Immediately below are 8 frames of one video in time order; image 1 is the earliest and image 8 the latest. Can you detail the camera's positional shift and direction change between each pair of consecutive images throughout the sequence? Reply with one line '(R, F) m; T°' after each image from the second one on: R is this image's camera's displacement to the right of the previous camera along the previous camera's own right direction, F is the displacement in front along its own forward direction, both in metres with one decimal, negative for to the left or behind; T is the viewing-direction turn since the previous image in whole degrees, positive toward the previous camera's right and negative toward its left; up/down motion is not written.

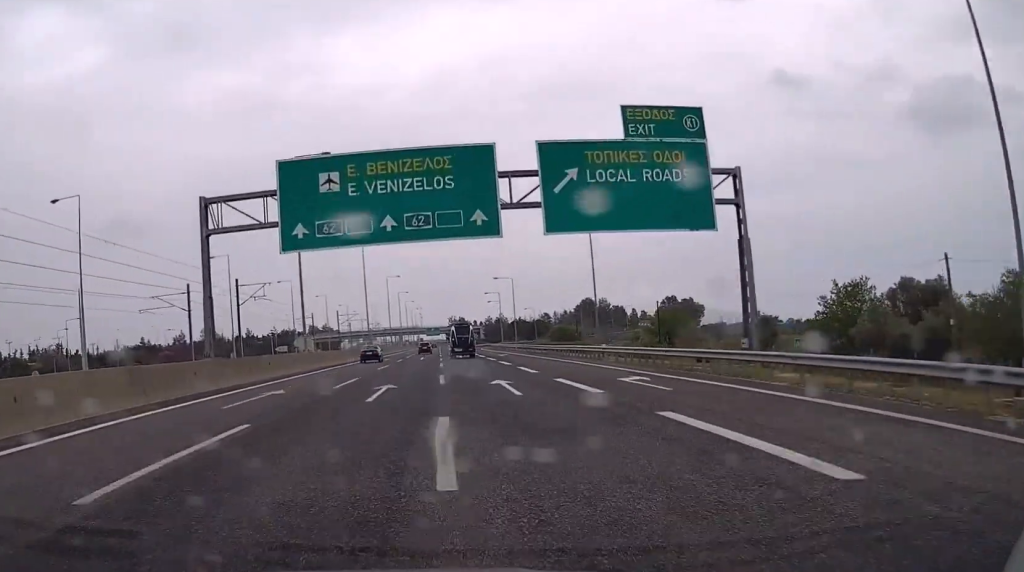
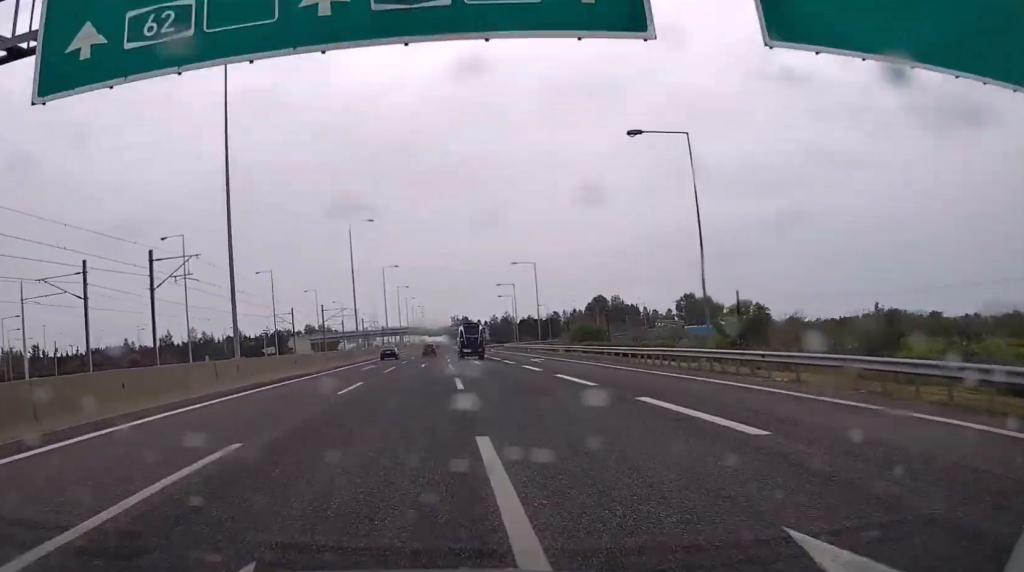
(0.0, +20.6) m; 0°
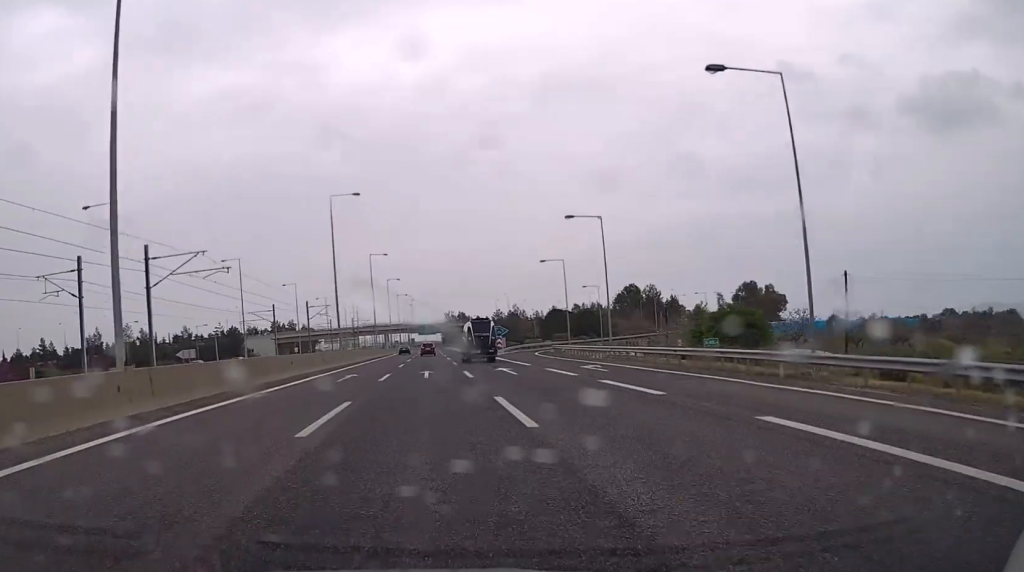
(-0.4, +64.7) m; 0°
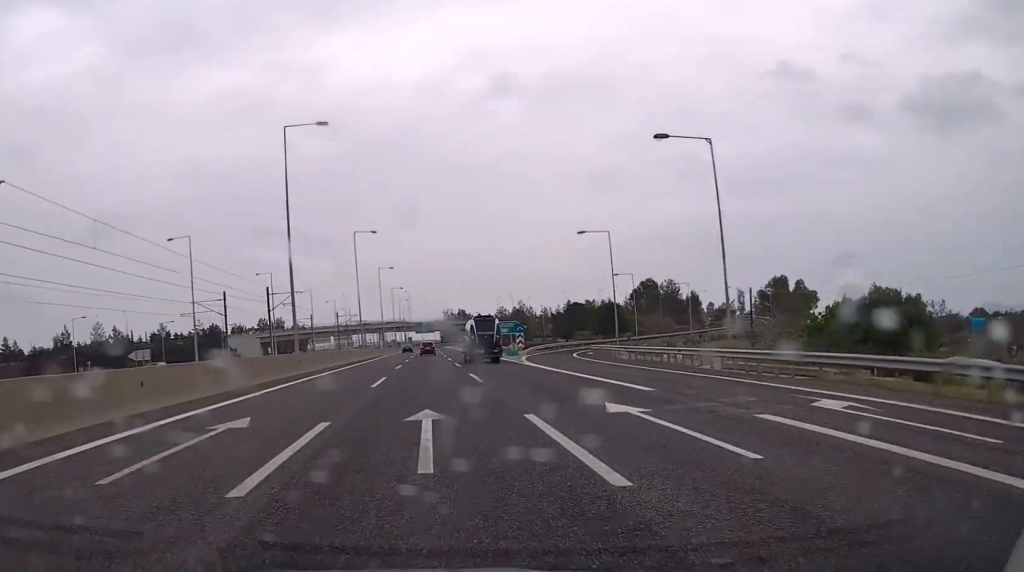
(+0.2, +22.6) m; 0°
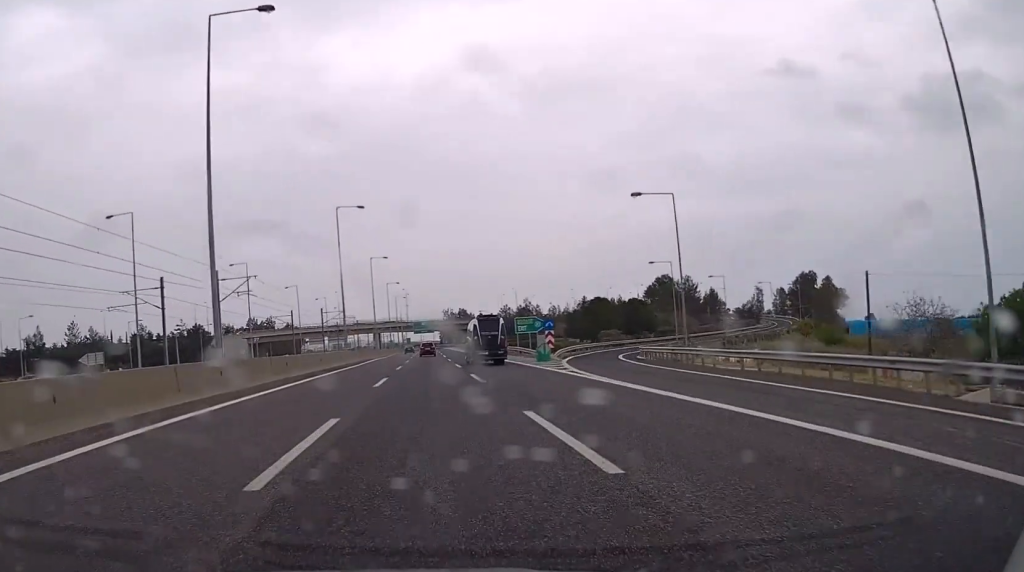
(0.0, +17.0) m; 0°
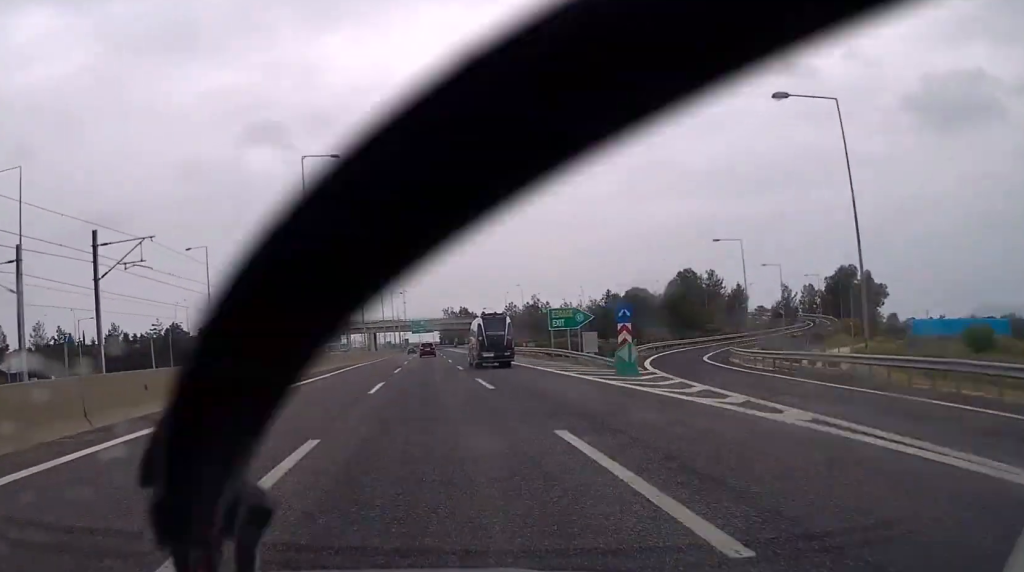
(0.0, +20.8) m; 0°
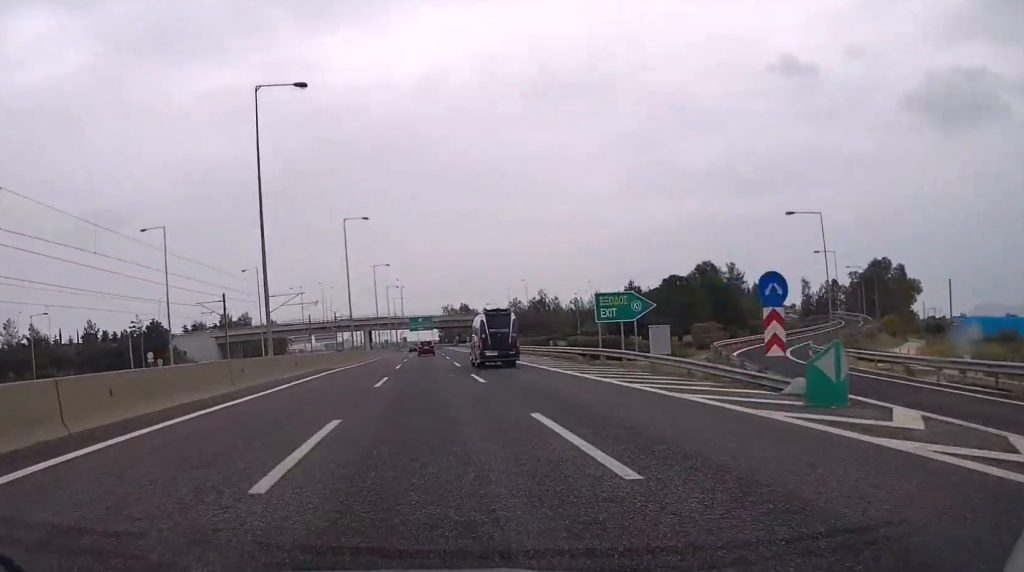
(-0.1, +15.1) m; 0°
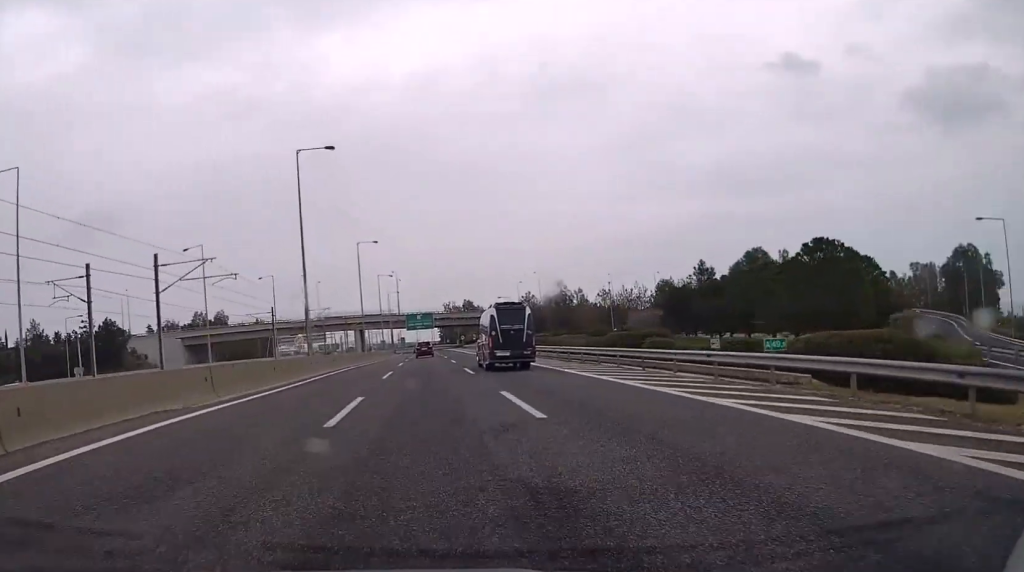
(+0.3, +30.4) m; +1°
